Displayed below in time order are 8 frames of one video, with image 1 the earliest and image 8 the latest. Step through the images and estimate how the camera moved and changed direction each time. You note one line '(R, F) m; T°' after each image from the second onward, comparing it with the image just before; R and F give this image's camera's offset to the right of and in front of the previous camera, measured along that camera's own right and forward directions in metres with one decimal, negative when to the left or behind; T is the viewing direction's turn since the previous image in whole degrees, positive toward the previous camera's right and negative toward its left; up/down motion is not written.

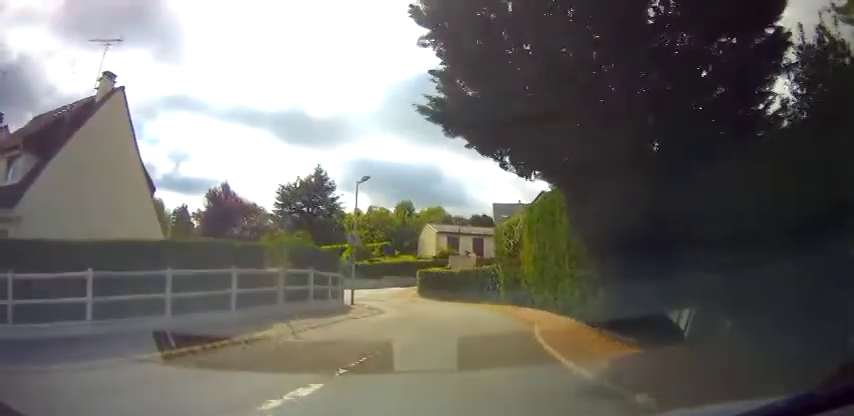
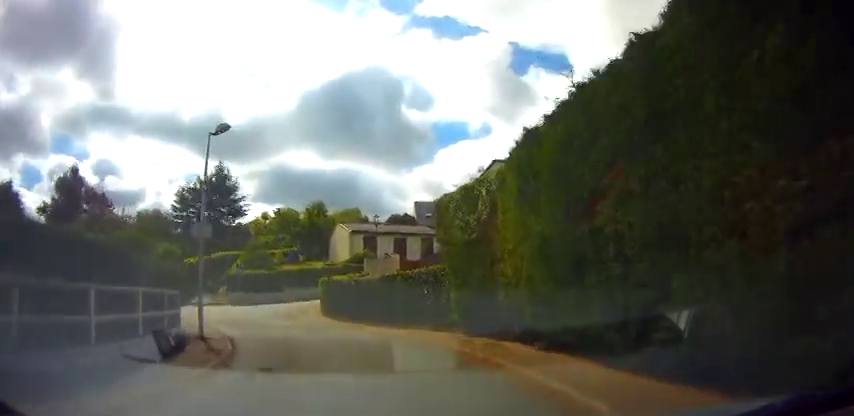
(-0.1, +10.3) m; +2°
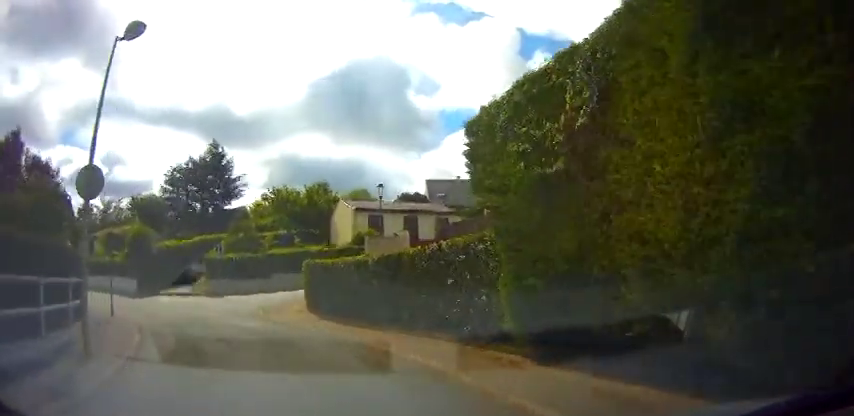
(+0.1, +8.8) m; -4°
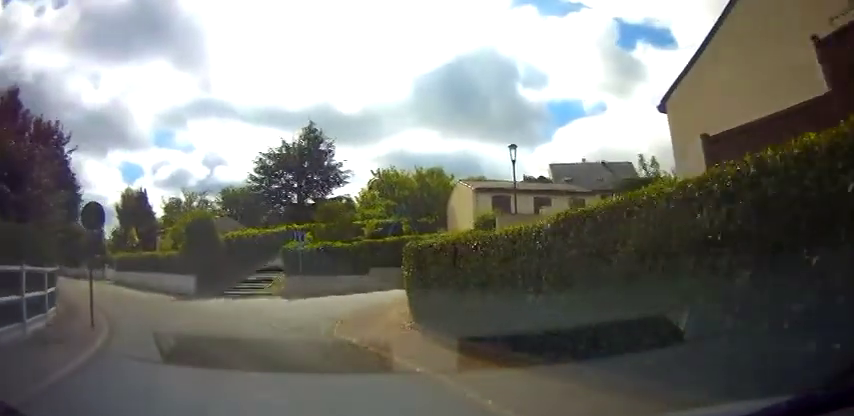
(-1.0, +6.8) m; -15°
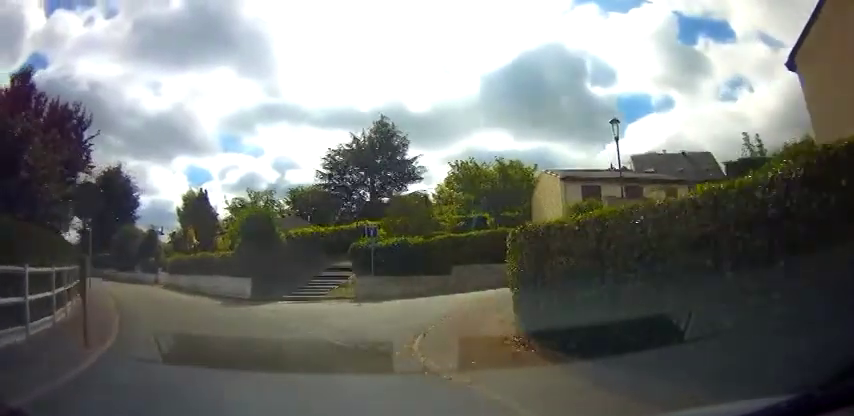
(-0.2, +2.7) m; -8°
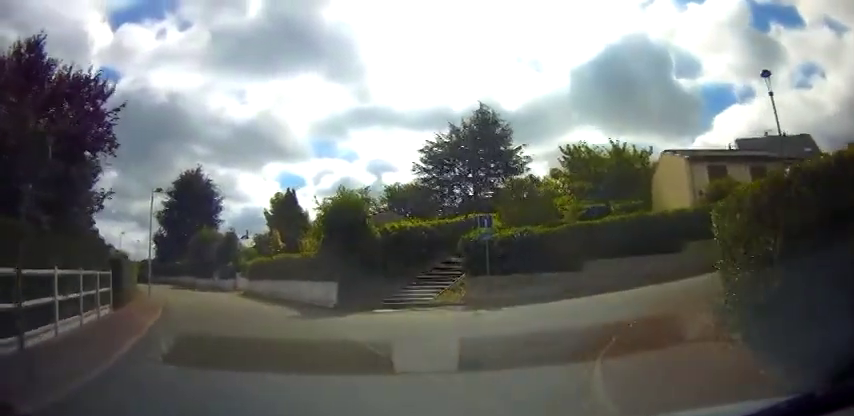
(-0.4, +3.6) m; -10°
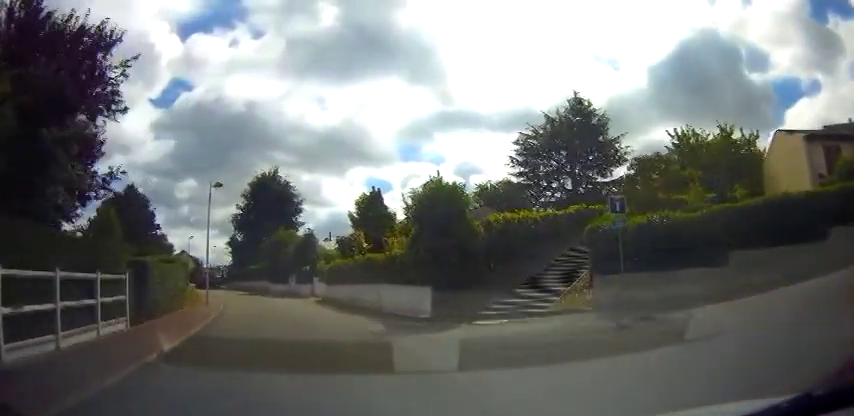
(-0.3, +3.6) m; -9°
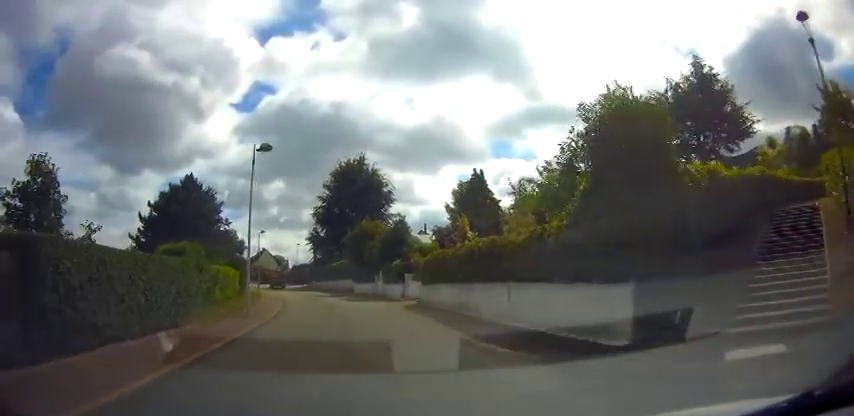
(-1.2, +7.6) m; -13°
